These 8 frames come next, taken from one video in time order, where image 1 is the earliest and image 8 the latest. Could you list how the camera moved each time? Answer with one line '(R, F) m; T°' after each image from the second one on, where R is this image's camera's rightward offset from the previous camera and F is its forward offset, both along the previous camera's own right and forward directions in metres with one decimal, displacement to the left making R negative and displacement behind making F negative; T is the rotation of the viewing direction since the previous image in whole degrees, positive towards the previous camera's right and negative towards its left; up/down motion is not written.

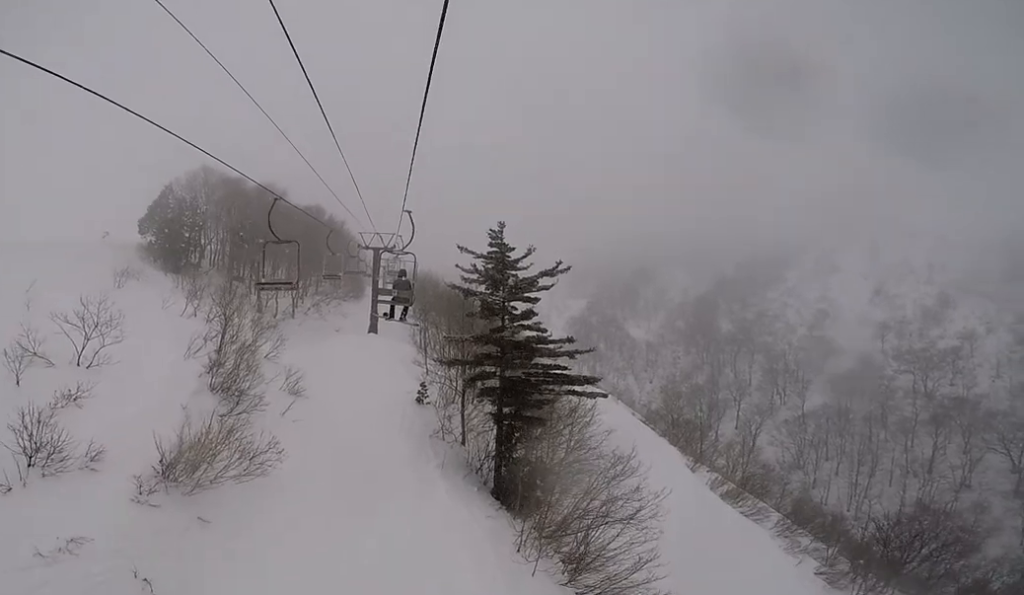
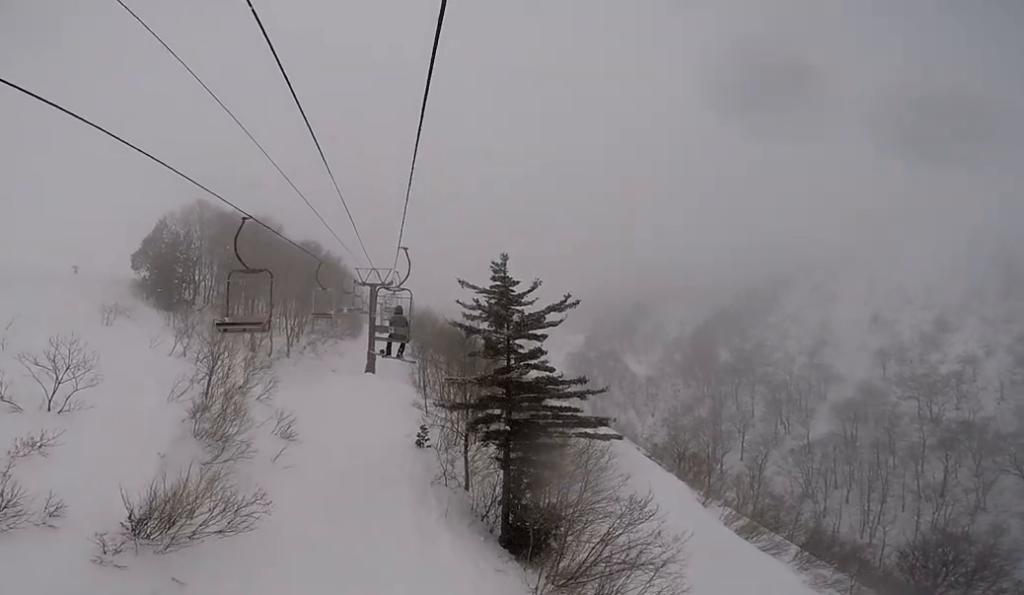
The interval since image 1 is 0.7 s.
(0.0, +1.3) m; 0°
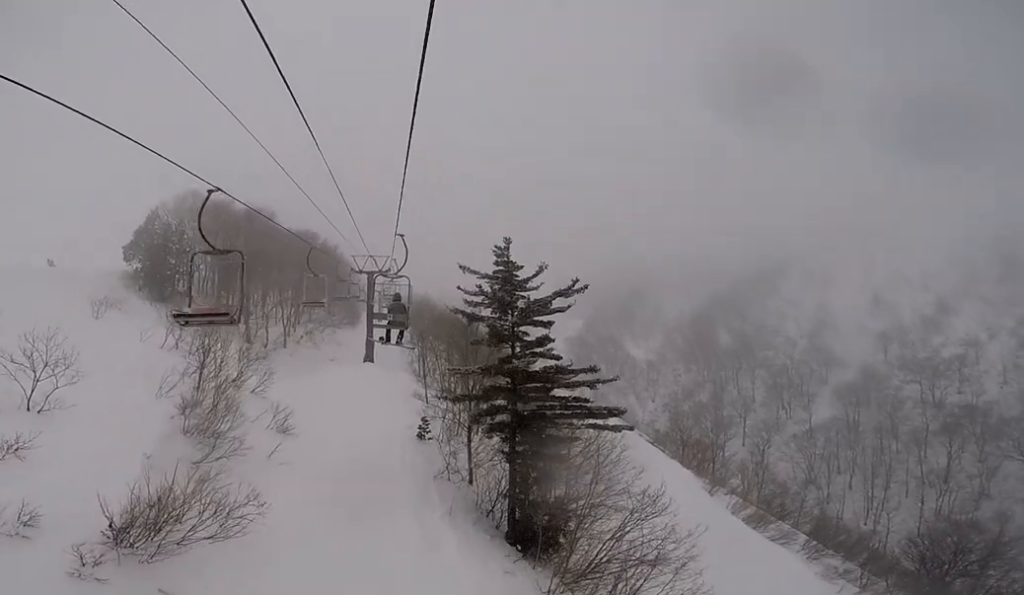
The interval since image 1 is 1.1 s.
(0.0, +0.9) m; 0°
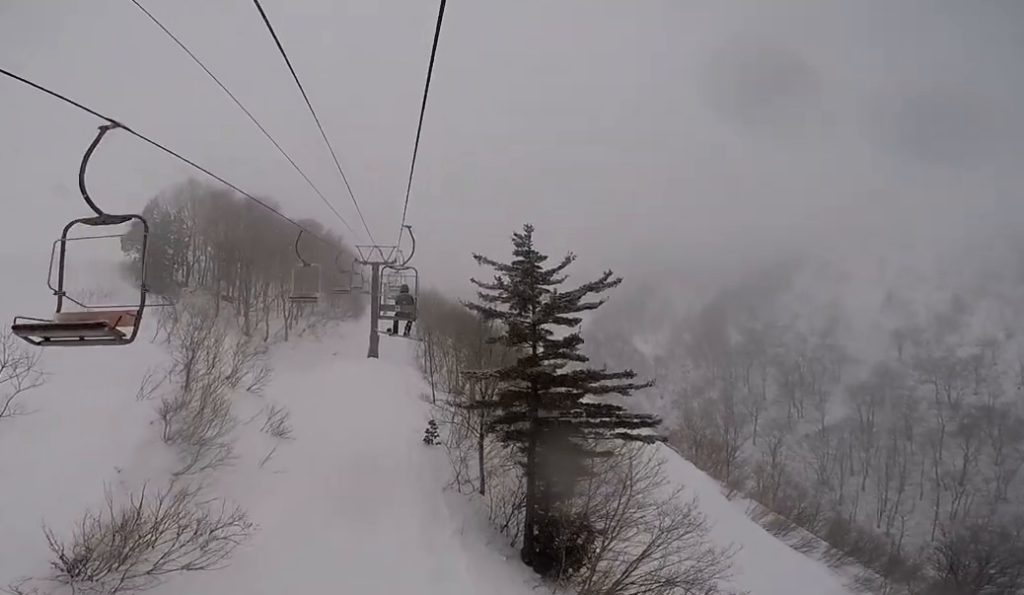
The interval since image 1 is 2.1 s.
(0.0, +1.8) m; 0°
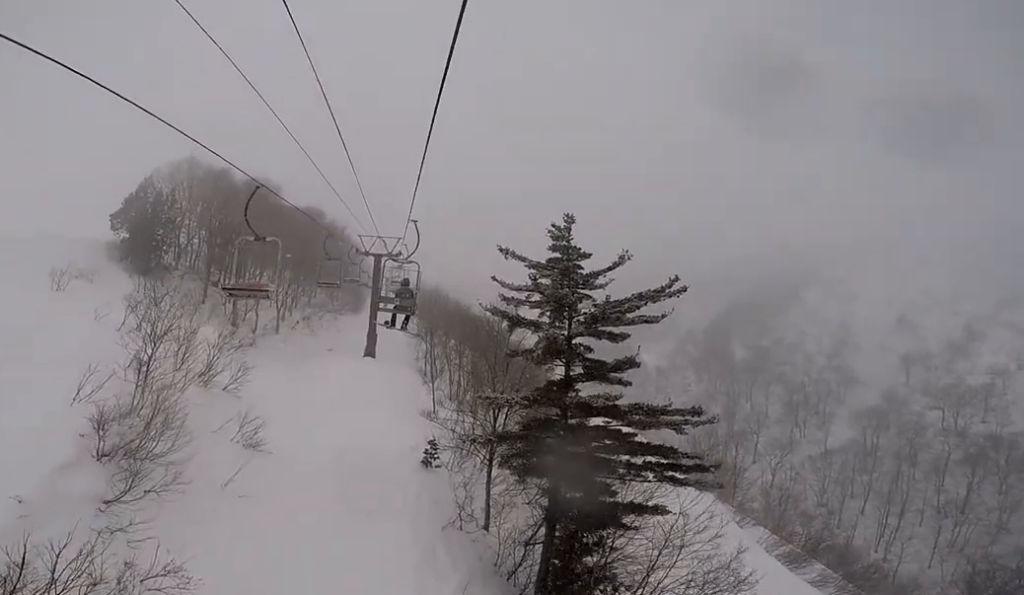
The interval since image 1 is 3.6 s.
(0.0, +3.1) m; 0°
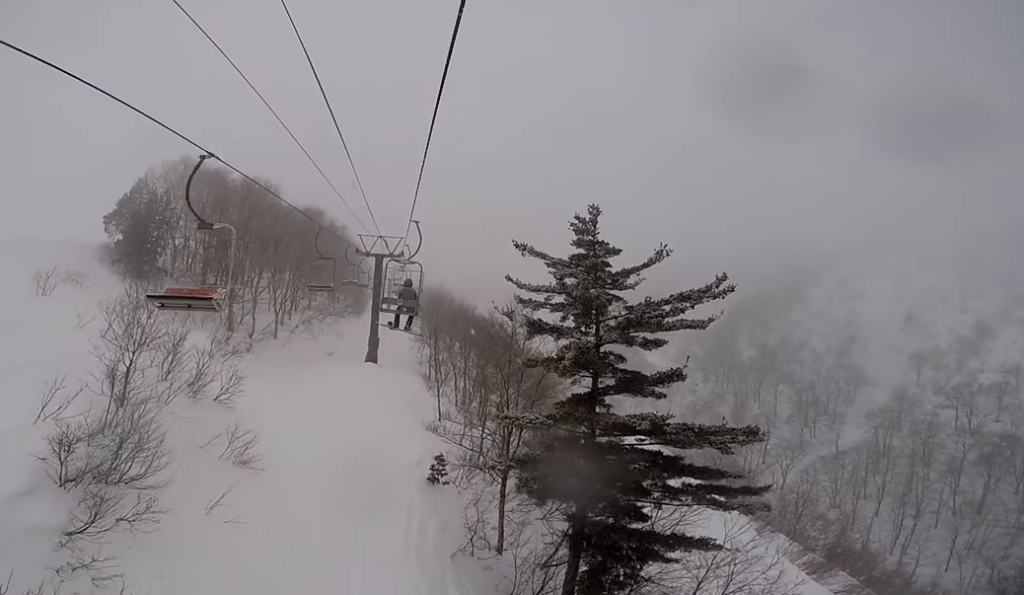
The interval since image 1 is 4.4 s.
(0.0, +1.6) m; 0°
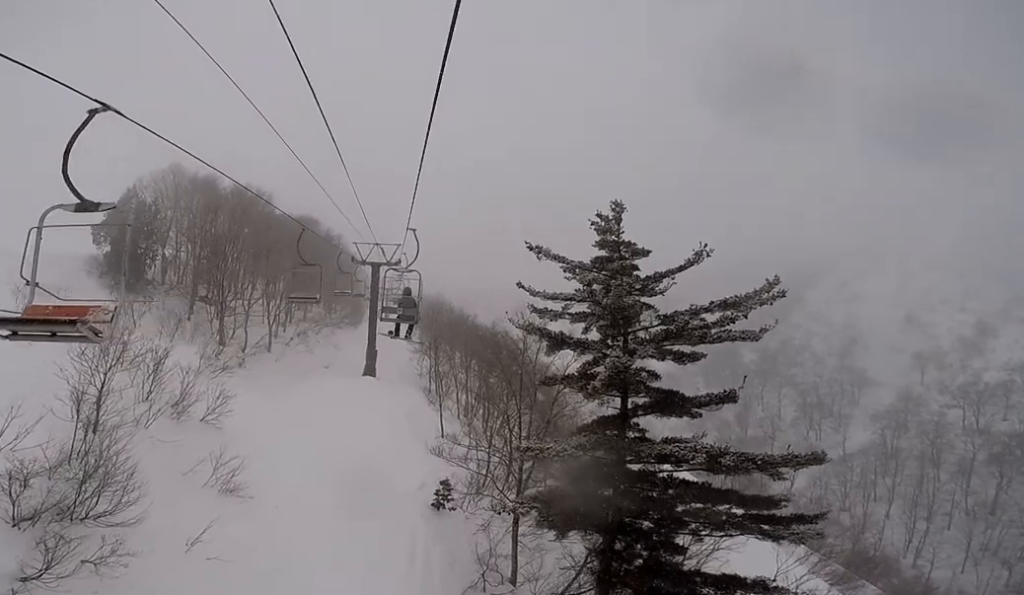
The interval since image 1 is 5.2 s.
(0.0, +1.4) m; 0°
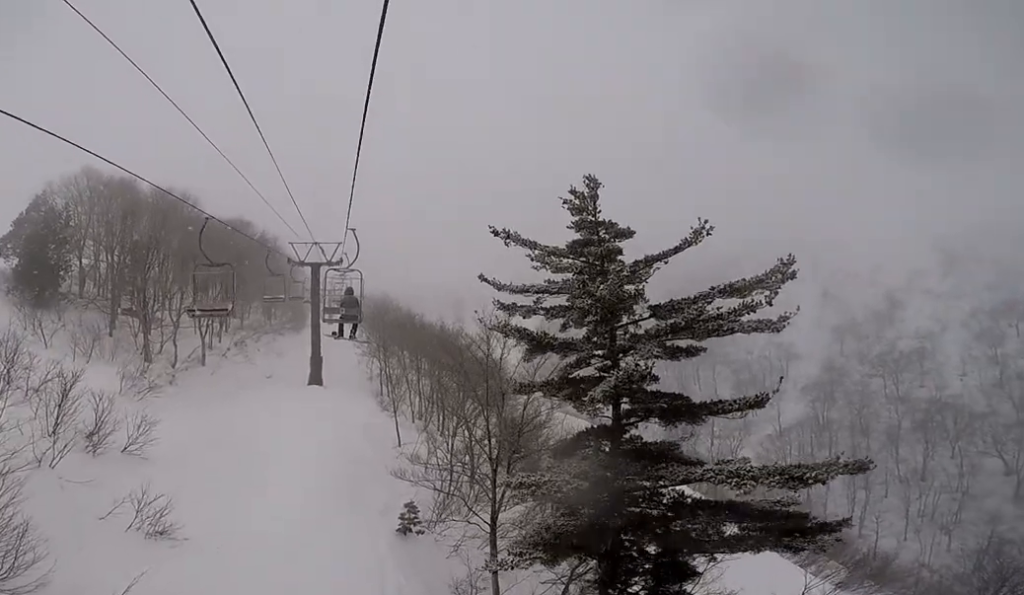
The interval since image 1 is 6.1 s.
(0.0, +1.9) m; 0°
